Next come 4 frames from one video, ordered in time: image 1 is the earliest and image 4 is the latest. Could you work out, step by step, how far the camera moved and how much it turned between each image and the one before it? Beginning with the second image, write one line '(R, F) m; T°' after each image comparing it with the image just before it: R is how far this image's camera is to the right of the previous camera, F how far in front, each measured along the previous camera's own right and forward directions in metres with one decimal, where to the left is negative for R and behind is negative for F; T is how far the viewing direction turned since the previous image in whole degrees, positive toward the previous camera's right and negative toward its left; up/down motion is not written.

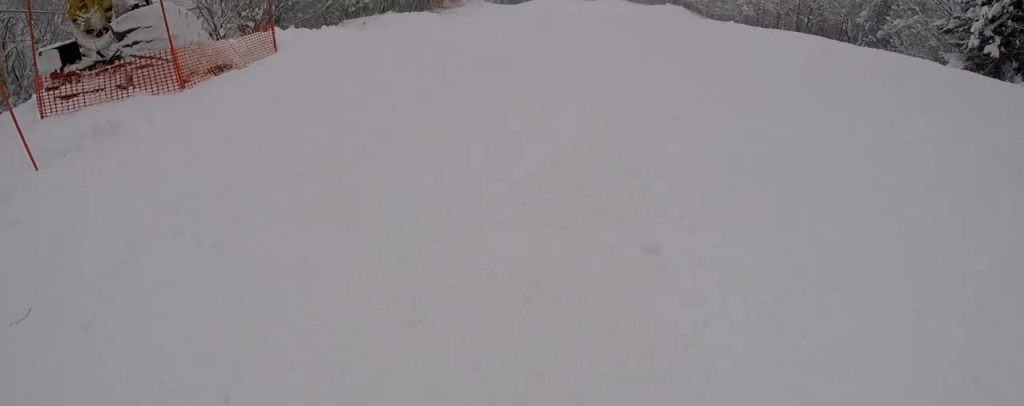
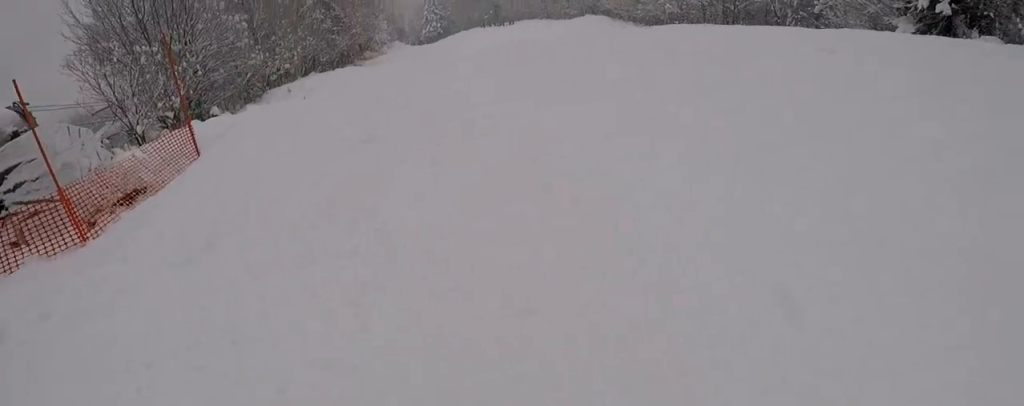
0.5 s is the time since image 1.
(-0.6, +2.1) m; -2°
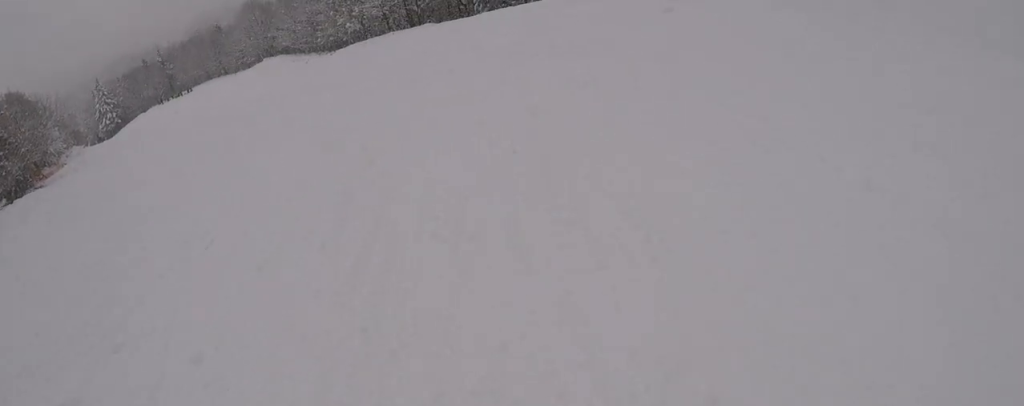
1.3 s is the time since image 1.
(+1.0, +3.6) m; +19°
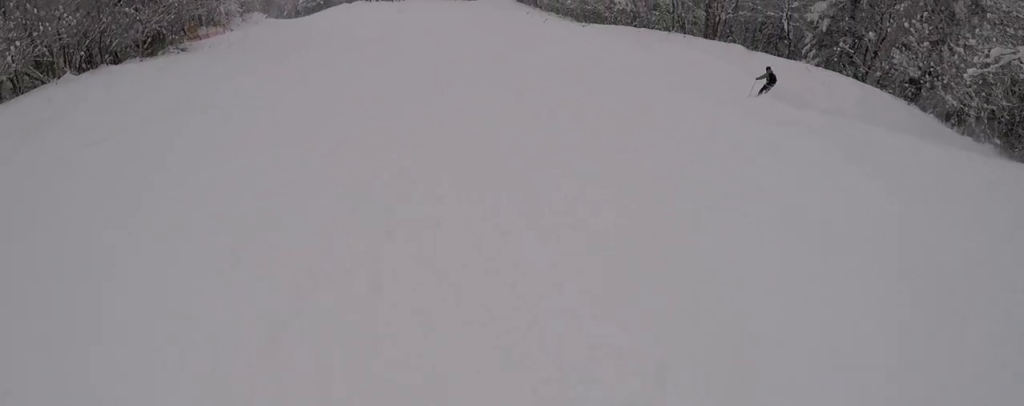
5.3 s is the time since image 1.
(-3.9, +20.0) m; -6°
